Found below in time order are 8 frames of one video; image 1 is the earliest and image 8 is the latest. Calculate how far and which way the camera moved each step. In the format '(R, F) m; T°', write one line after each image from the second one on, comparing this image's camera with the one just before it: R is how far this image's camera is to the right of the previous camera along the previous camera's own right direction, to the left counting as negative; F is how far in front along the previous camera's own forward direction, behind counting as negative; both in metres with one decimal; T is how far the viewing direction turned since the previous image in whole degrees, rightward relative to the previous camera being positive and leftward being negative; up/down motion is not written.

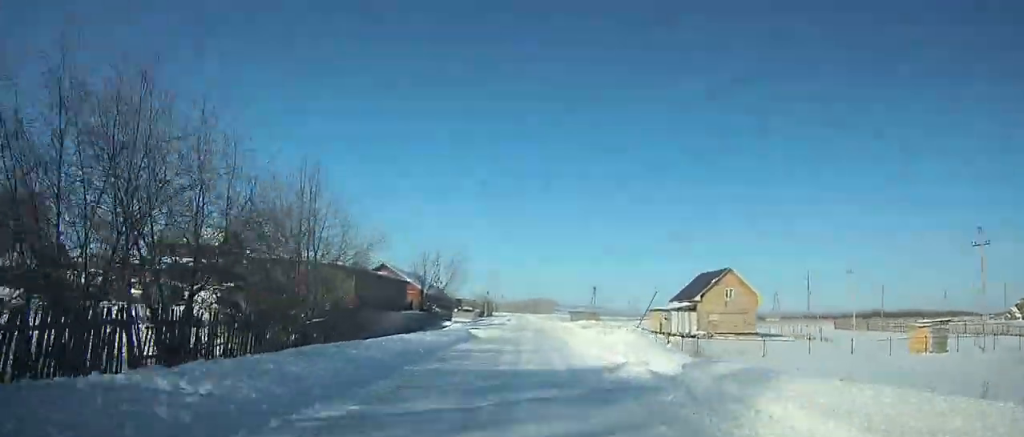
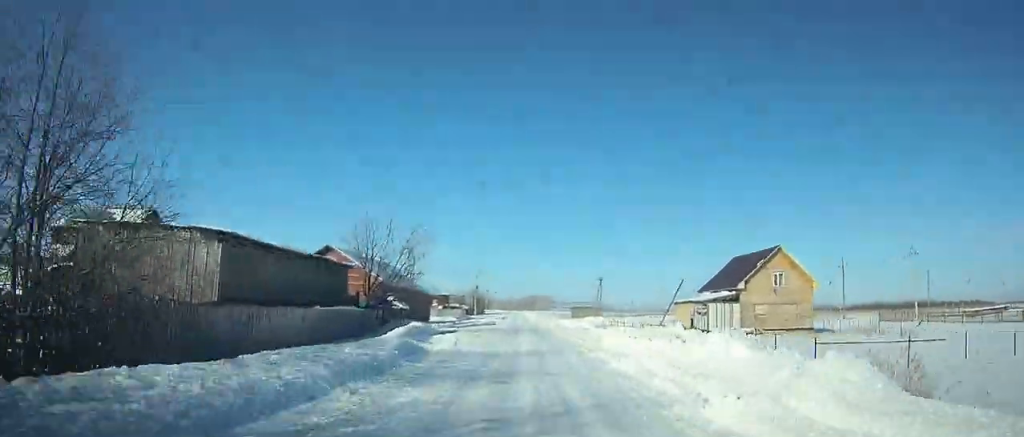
(0.0, +12.9) m; 0°
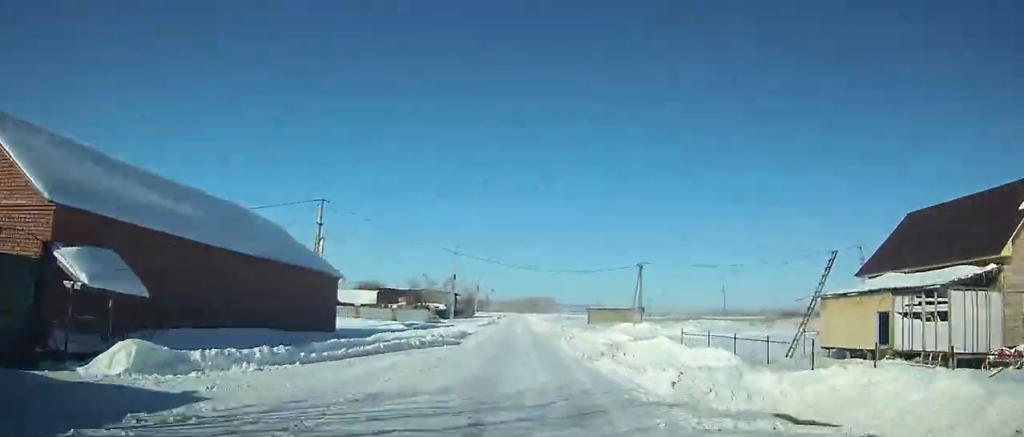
(+0.3, +28.1) m; -1°
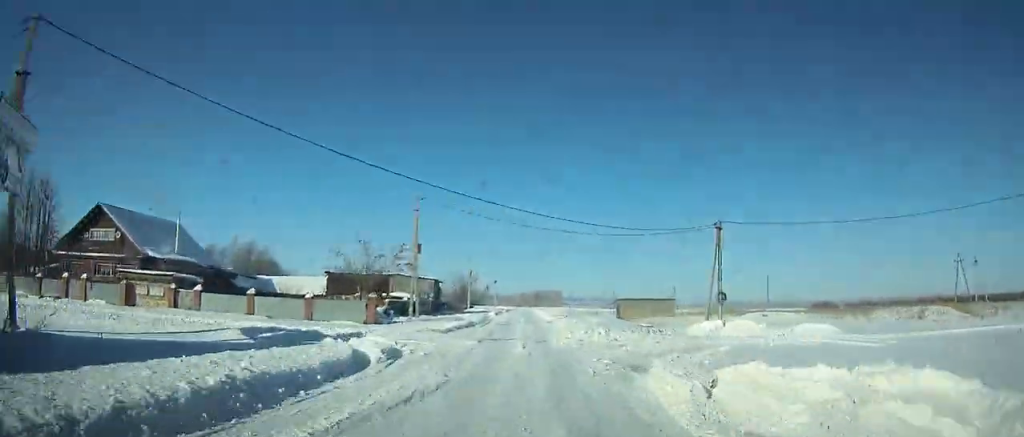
(-0.4, +22.3) m; -2°
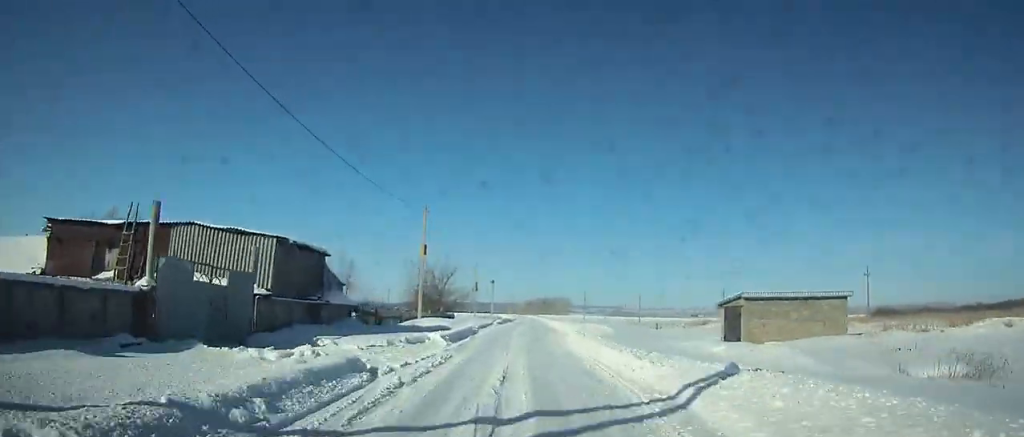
(-0.7, +37.1) m; -2°
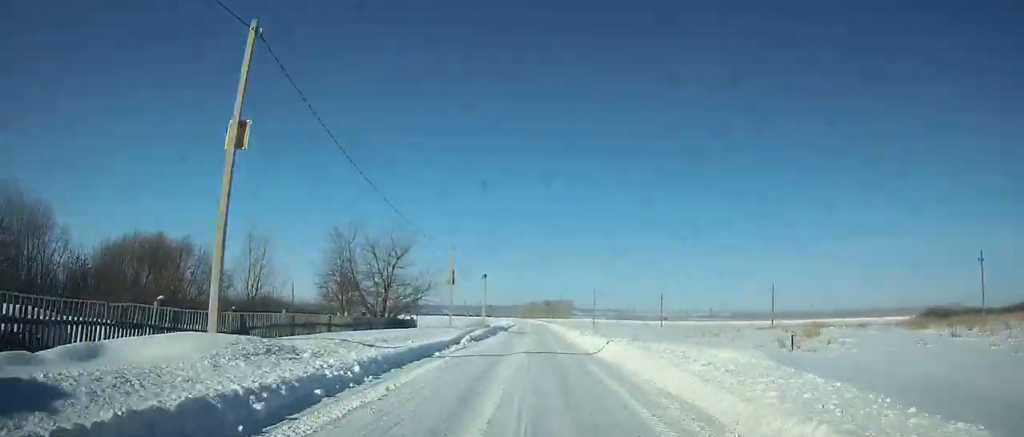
(-0.2, +25.8) m; 0°
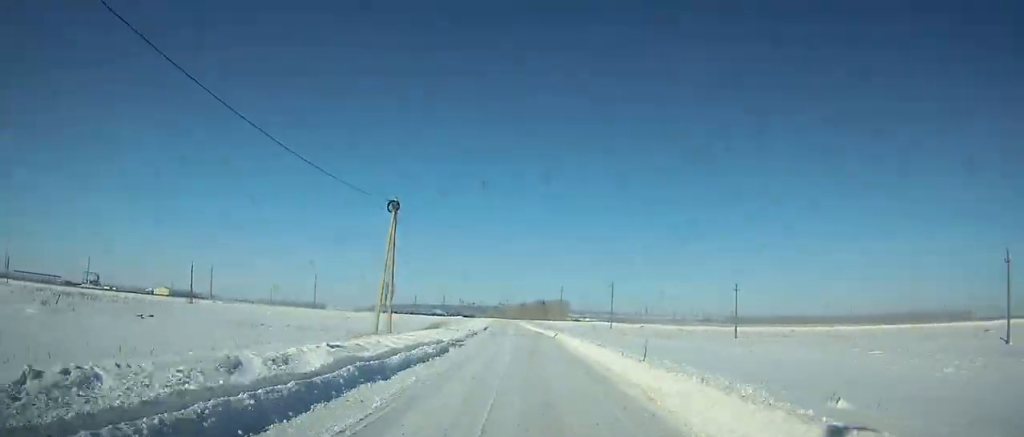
(+0.6, +57.6) m; +1°
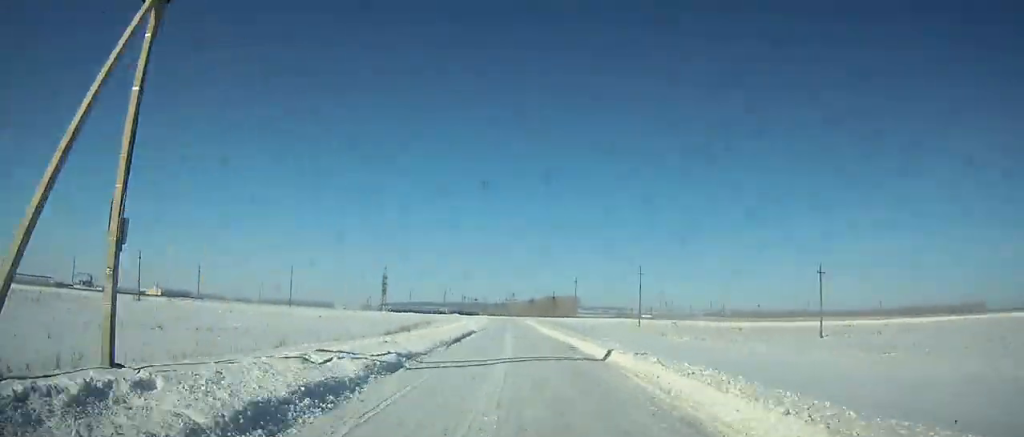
(+0.1, +23.4) m; -1°
